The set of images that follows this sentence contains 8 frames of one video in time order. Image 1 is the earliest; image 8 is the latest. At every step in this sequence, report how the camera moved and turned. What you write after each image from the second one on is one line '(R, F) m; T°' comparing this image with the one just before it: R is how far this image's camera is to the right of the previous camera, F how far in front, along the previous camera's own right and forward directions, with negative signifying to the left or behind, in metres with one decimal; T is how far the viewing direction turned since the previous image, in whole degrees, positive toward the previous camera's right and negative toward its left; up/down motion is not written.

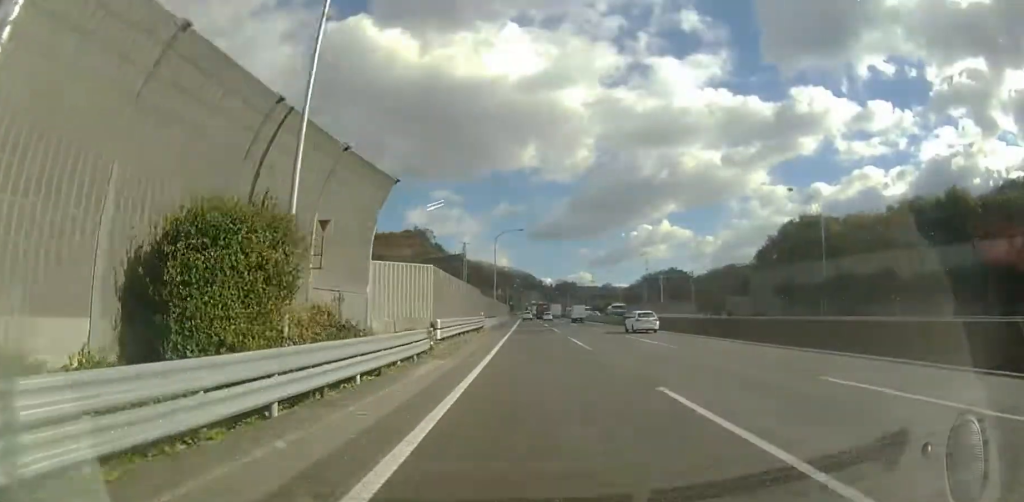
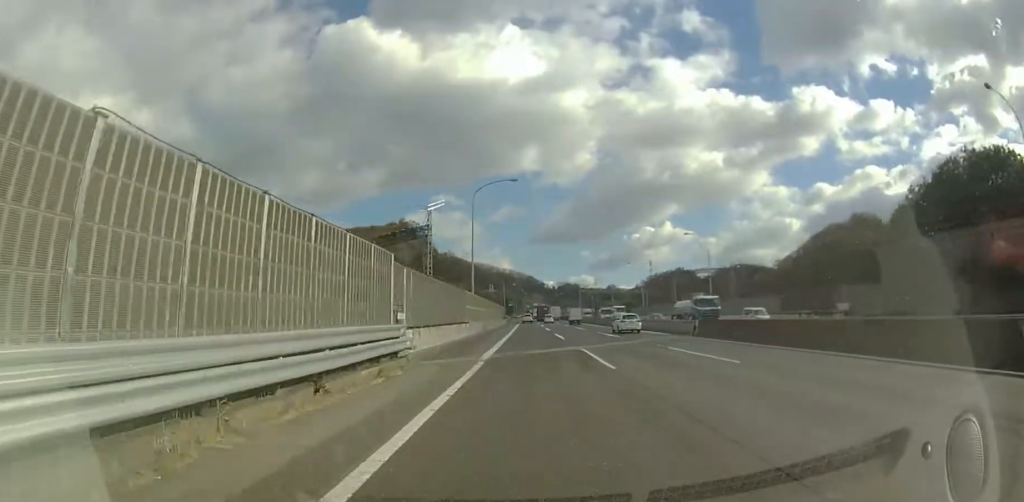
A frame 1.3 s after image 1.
(0.0, +28.7) m; 0°
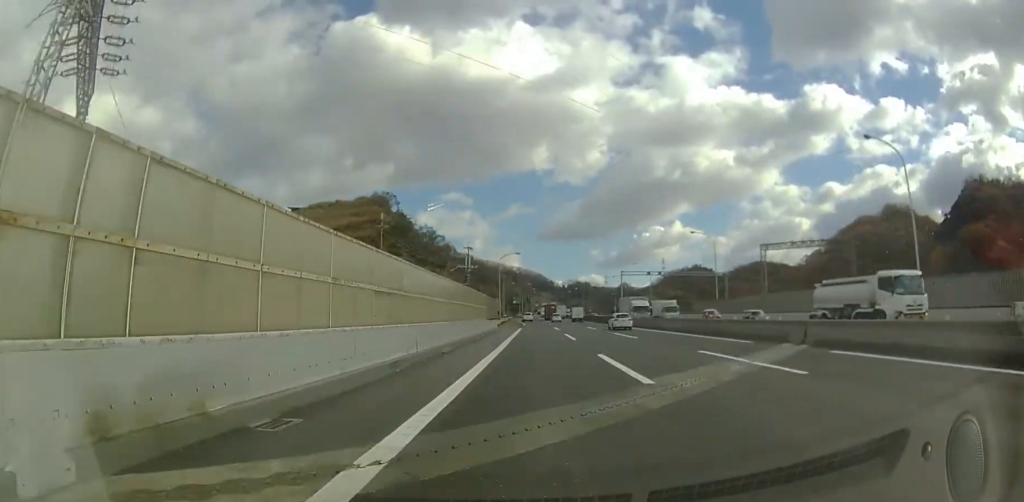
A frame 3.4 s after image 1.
(0.0, +43.9) m; 0°
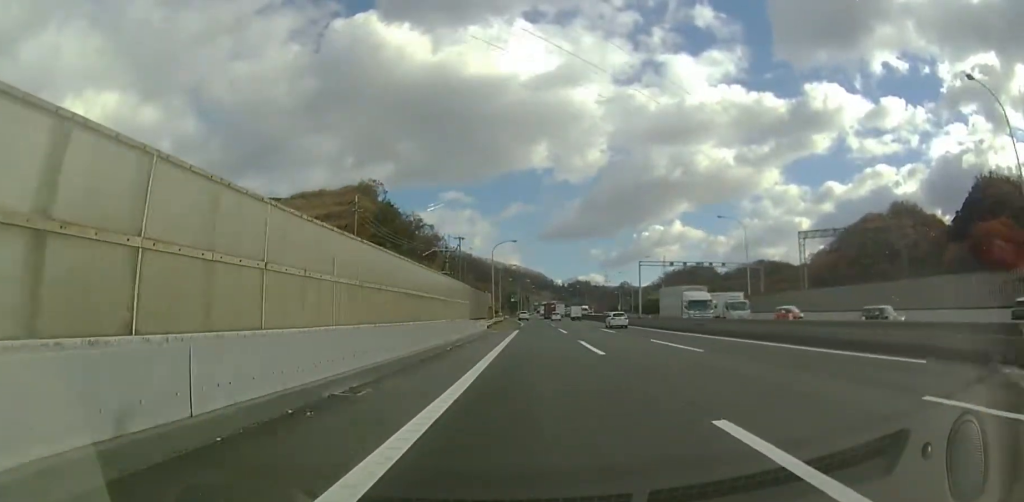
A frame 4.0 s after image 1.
(0.0, +12.2) m; 0°
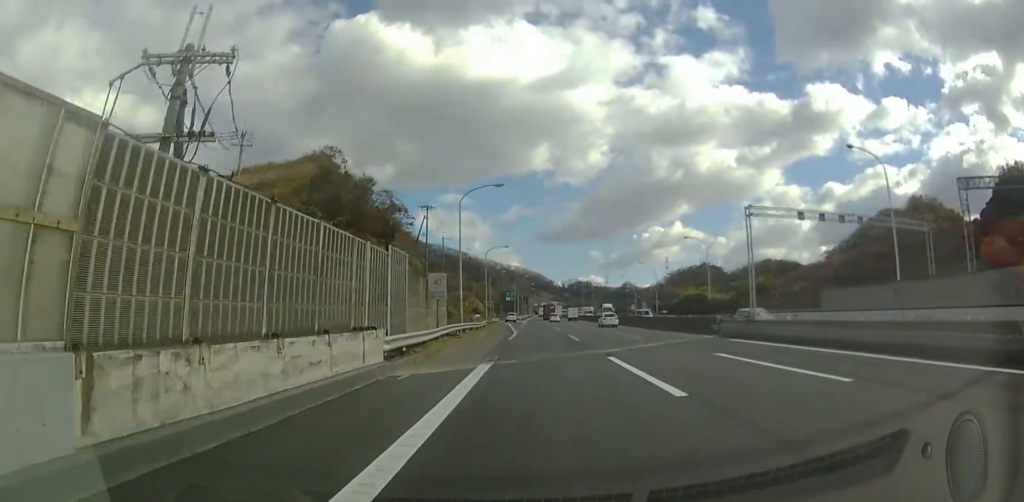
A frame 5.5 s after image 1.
(-0.4, +30.7) m; +1°
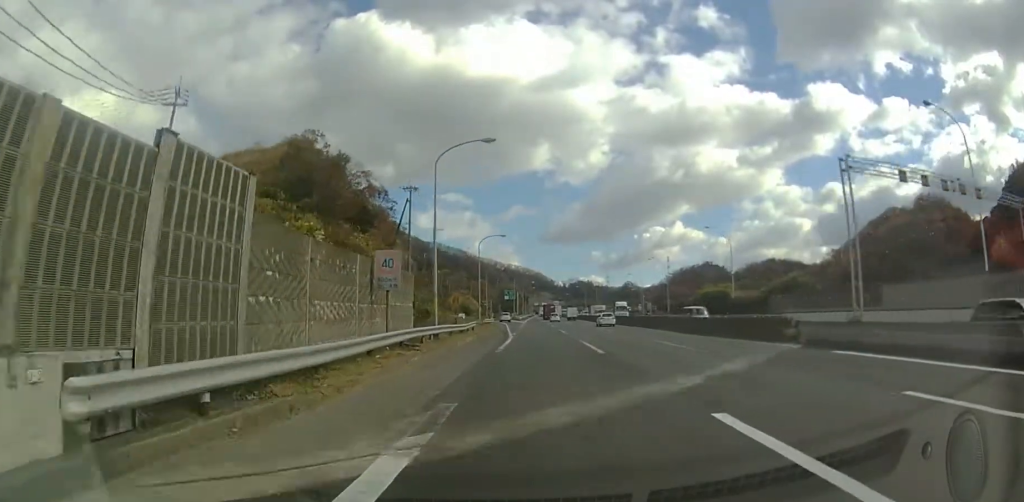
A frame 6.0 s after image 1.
(+0.4, +10.7) m; 0°
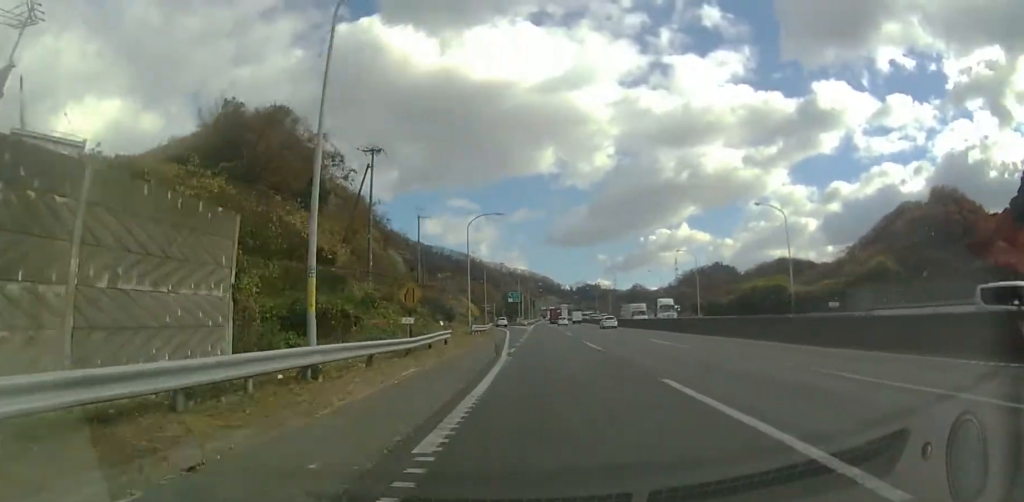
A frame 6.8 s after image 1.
(+0.2, +16.1) m; 0°
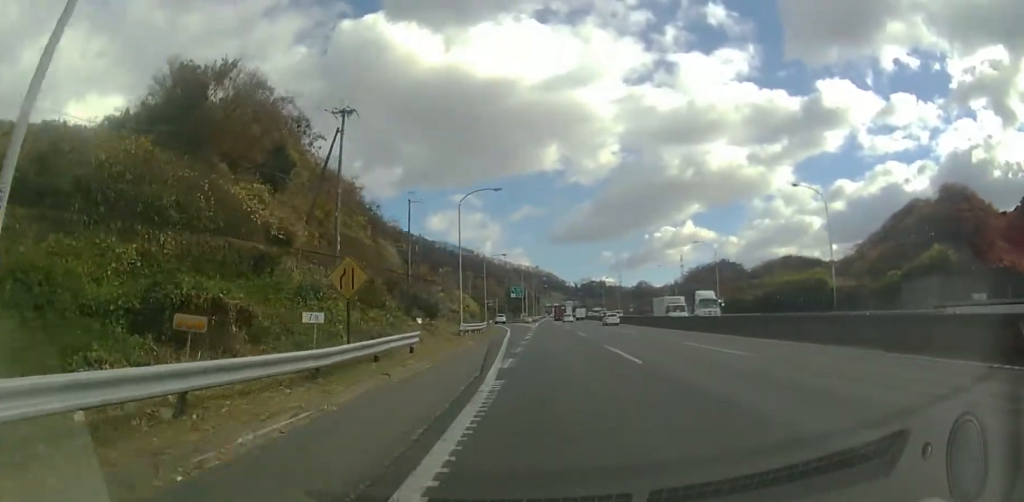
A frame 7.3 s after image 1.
(-0.2, +8.6) m; -1°
